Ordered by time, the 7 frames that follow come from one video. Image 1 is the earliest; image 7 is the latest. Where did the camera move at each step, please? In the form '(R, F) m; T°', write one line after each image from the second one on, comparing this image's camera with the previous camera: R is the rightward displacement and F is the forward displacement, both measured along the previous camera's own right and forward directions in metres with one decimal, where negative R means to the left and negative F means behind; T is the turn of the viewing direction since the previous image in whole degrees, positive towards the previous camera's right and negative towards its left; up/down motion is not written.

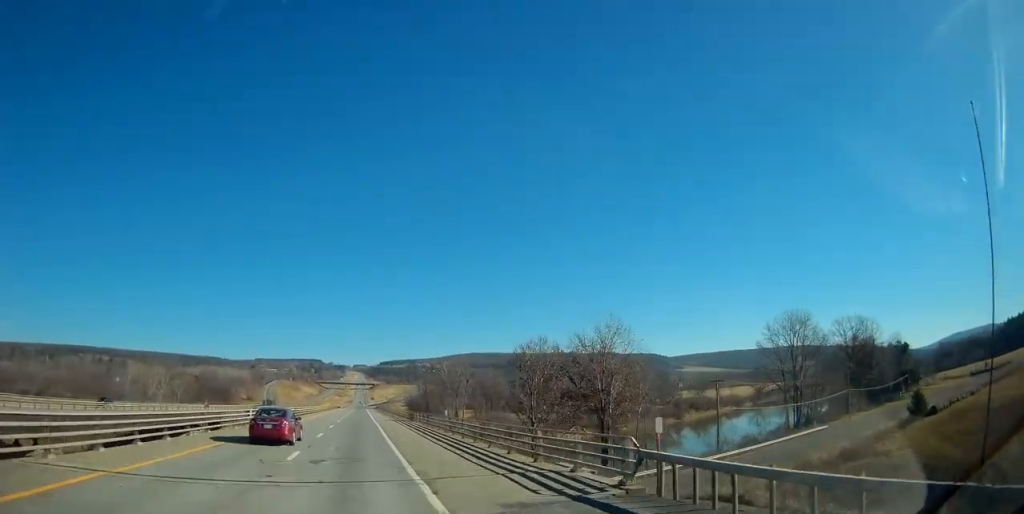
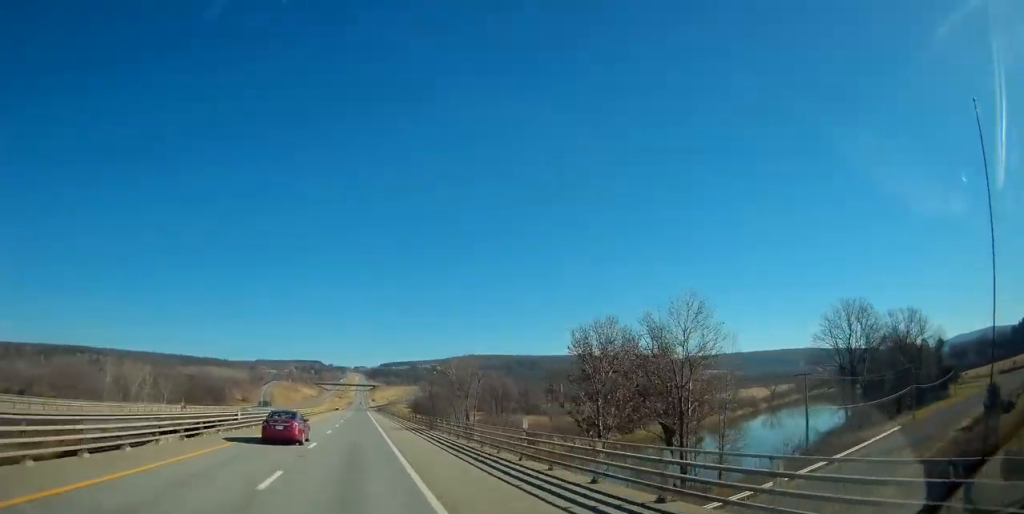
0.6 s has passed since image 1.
(+0.1, +16.3) m; 0°
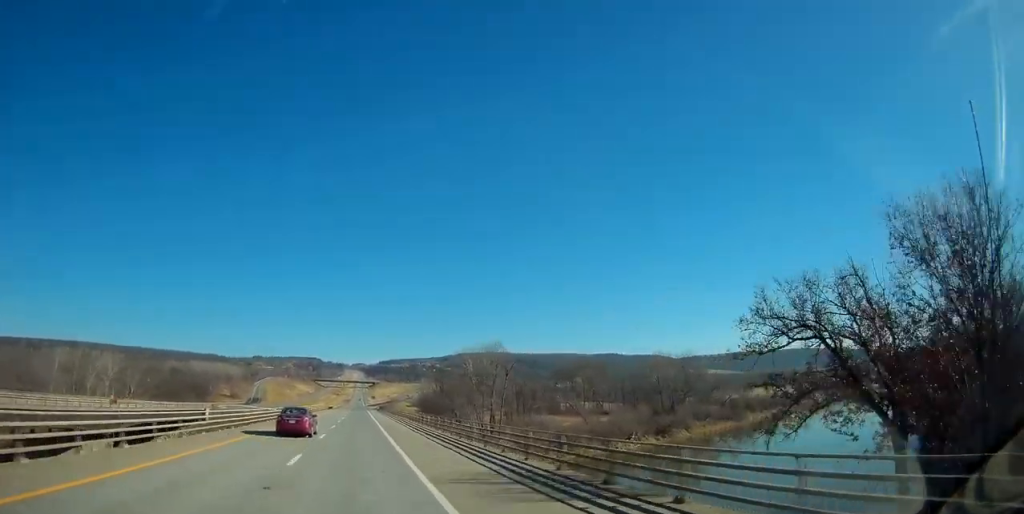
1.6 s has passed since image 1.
(-0.2, +30.3) m; 0°
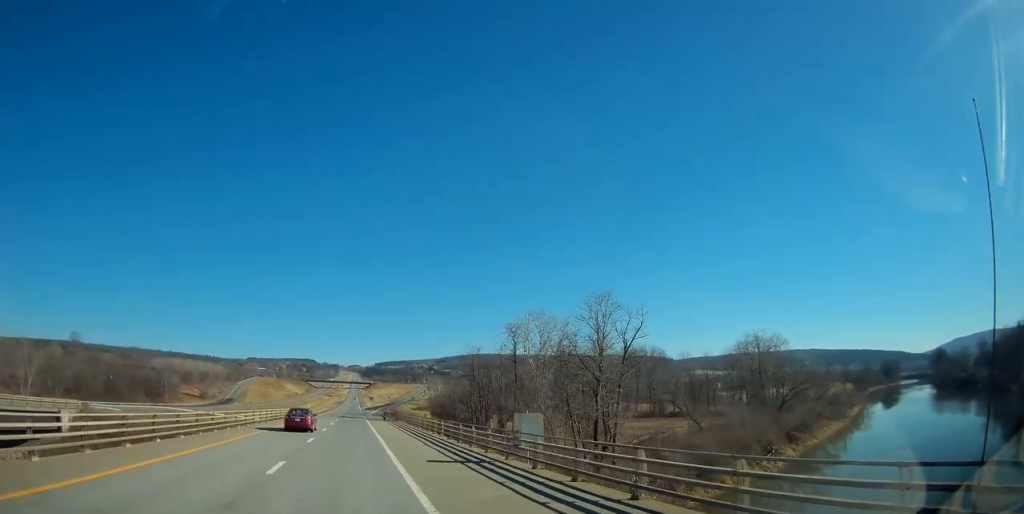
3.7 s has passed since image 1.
(+0.6, +64.5) m; +1°
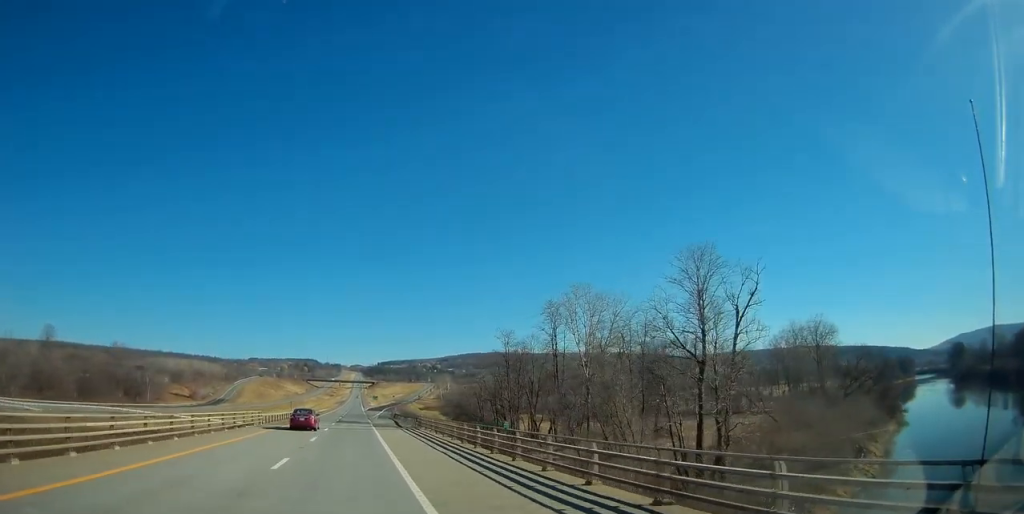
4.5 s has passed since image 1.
(0.0, +24.1) m; 0°
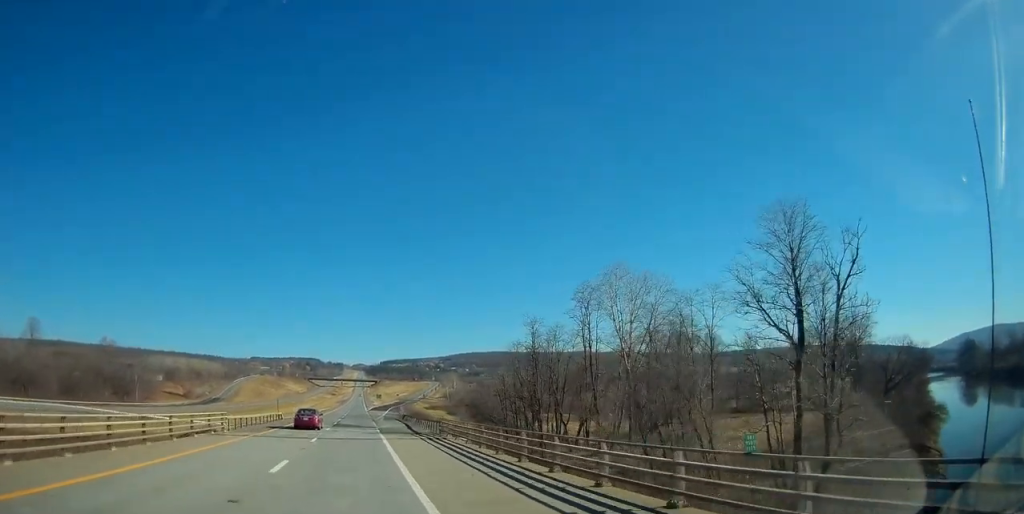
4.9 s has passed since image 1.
(0.0, +13.9) m; 0°
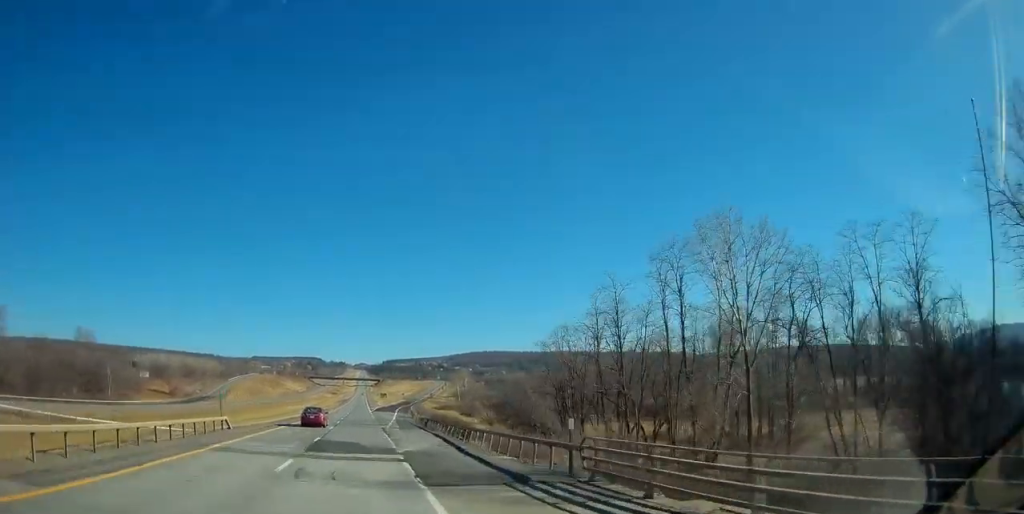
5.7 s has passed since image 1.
(-0.1, +25.1) m; -1°
